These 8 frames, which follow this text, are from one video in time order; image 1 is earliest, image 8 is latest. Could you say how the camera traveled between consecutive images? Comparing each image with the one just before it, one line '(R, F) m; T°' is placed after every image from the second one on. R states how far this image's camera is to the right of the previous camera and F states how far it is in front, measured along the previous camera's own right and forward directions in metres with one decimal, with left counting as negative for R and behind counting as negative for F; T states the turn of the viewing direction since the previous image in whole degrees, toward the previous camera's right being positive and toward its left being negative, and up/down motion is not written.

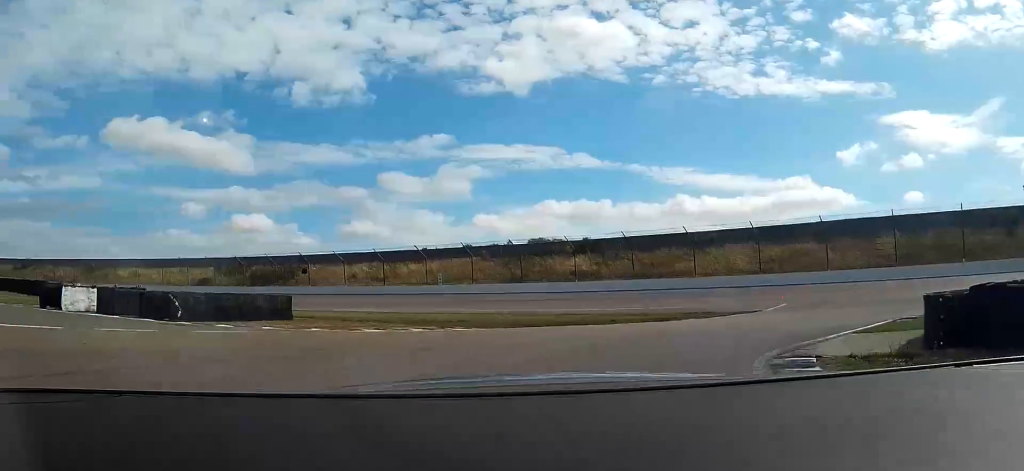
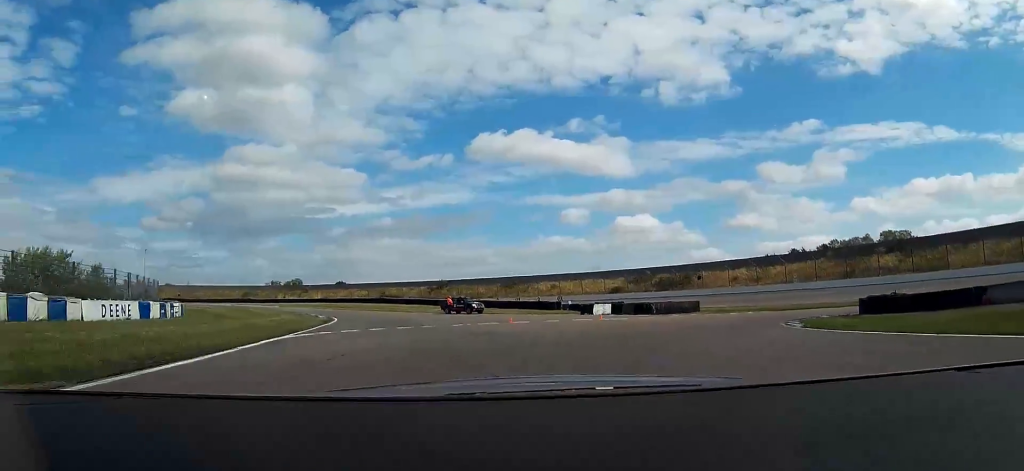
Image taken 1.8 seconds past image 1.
(-11.9, +32.2) m; -36°
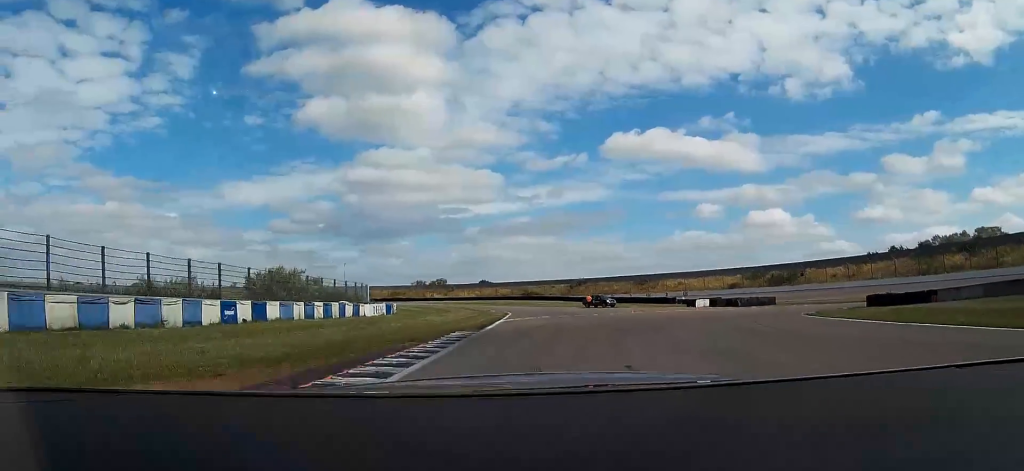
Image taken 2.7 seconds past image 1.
(-2.0, +20.0) m; -10°
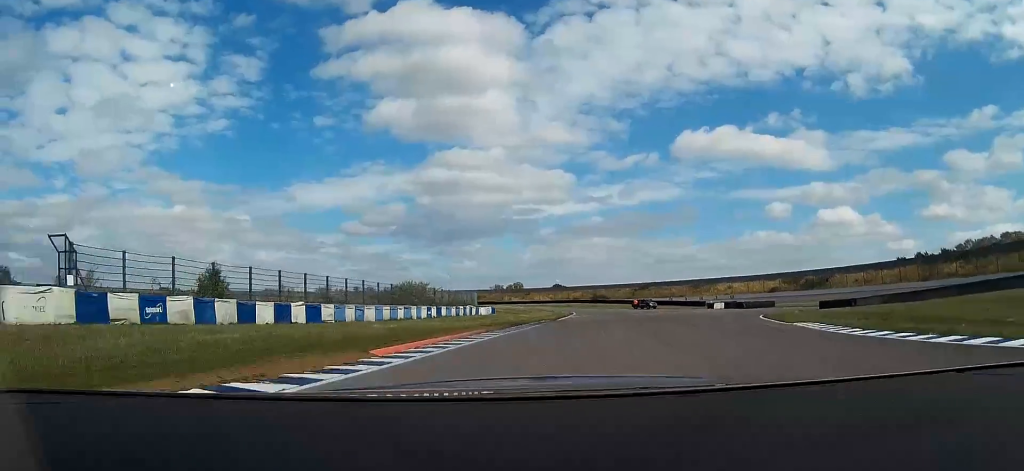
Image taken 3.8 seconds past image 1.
(-2.0, +26.7) m; -5°
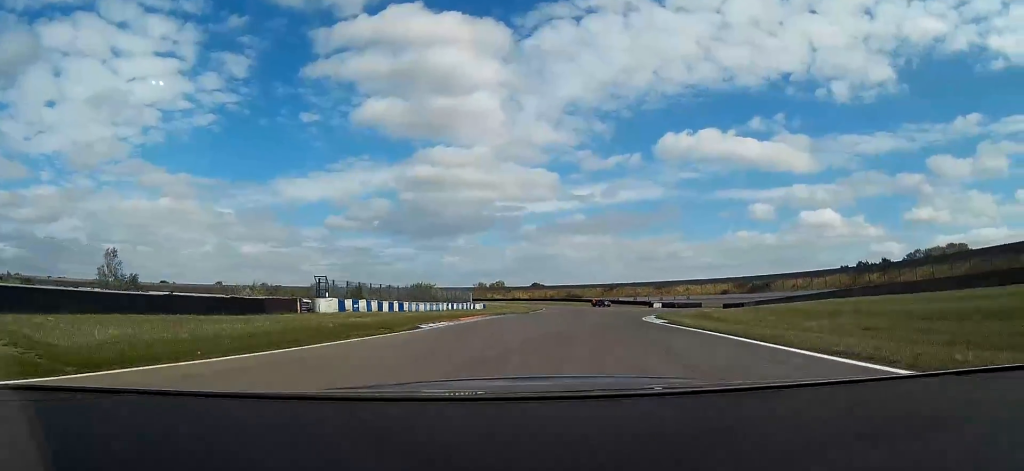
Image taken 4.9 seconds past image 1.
(-0.3, +29.8) m; 0°
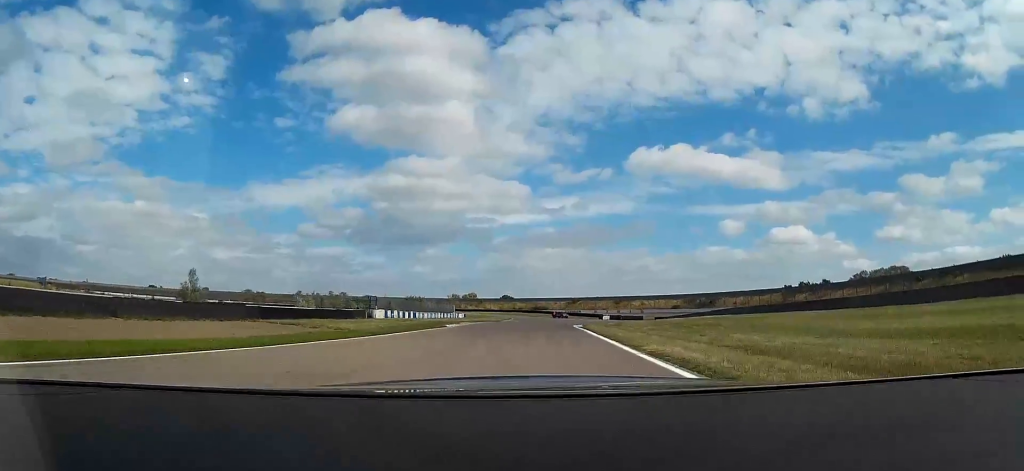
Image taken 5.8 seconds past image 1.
(+0.3, +27.4) m; +2°
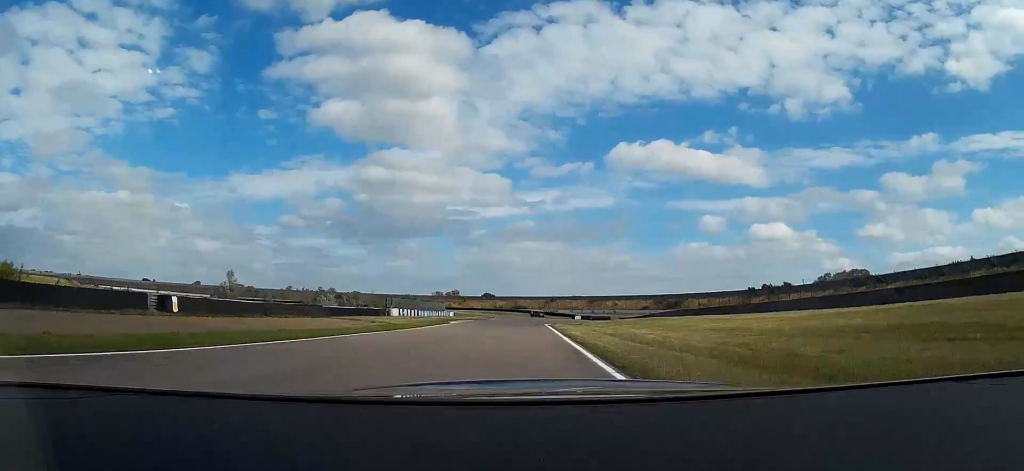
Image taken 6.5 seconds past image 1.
(+0.5, +21.1) m; +2°
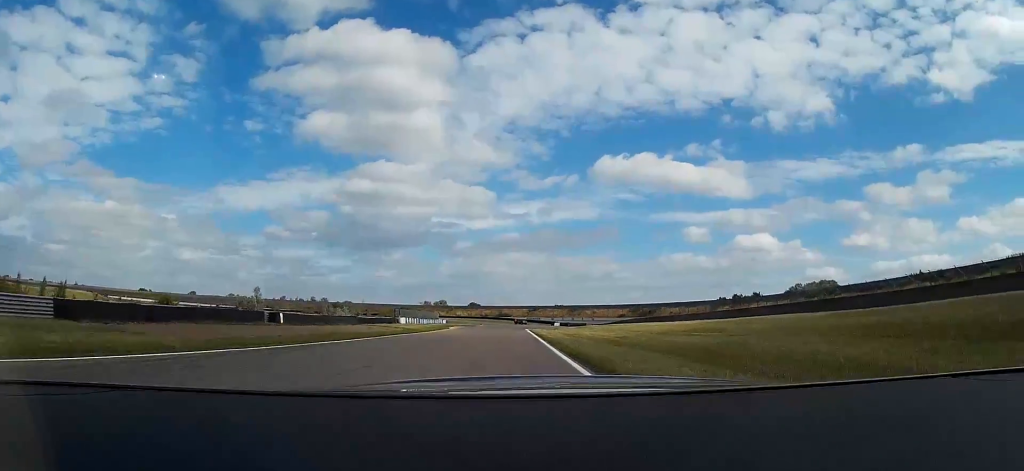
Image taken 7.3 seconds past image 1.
(+0.3, +20.0) m; +4°
